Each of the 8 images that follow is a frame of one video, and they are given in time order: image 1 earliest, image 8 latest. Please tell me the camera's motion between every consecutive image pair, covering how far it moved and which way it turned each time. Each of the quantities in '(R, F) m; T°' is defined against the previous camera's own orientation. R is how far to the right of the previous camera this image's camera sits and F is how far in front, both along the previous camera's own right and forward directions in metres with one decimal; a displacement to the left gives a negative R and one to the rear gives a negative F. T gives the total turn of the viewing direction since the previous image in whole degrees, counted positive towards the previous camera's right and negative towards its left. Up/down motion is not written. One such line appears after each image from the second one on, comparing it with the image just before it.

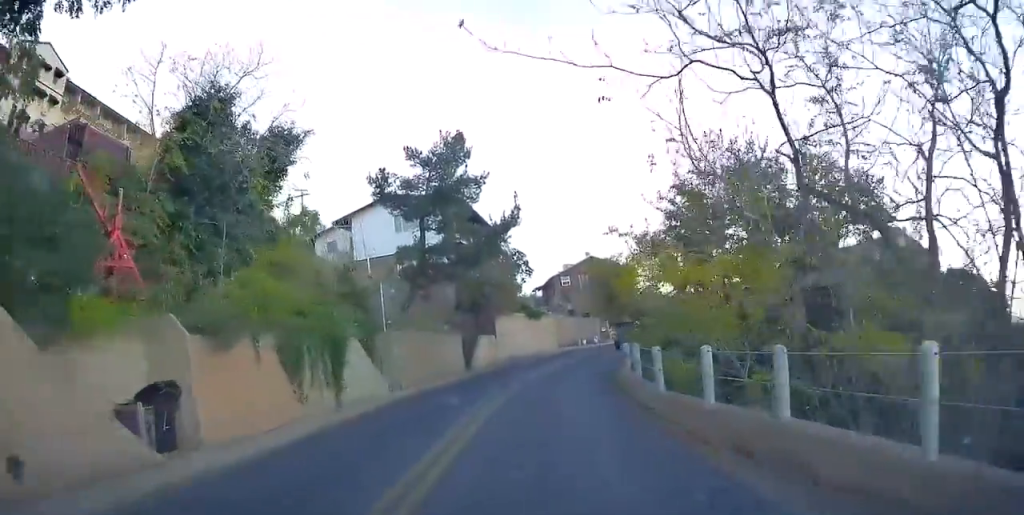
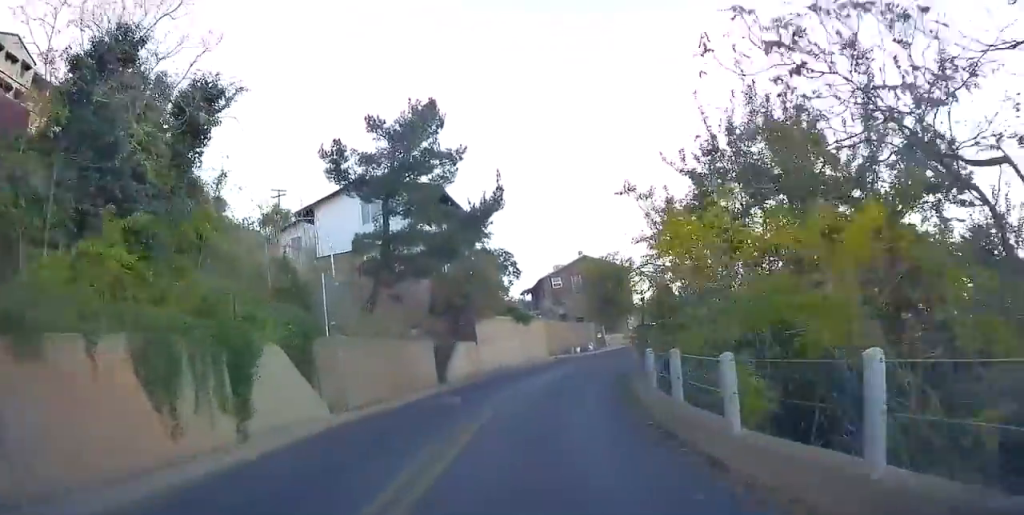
(0.0, +5.1) m; 0°
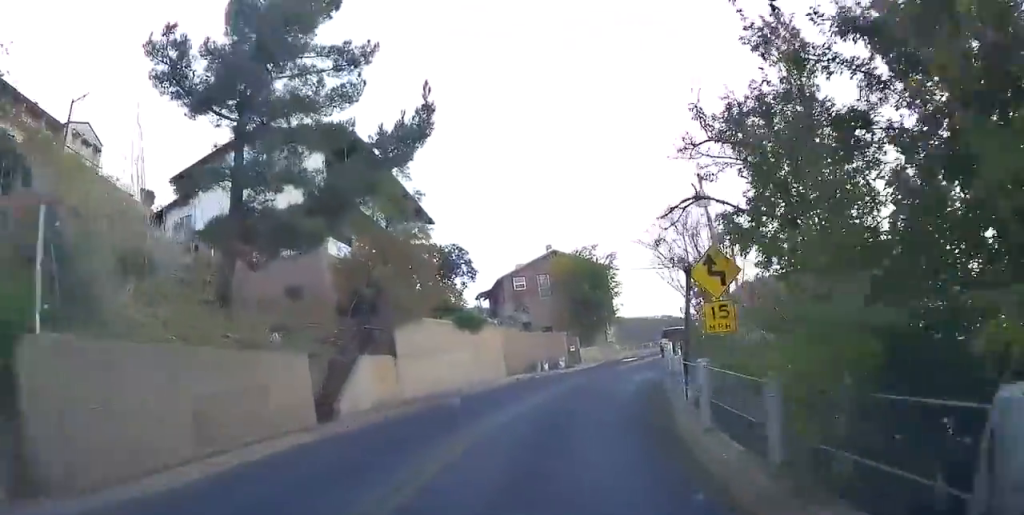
(0.0, +10.0) m; +2°
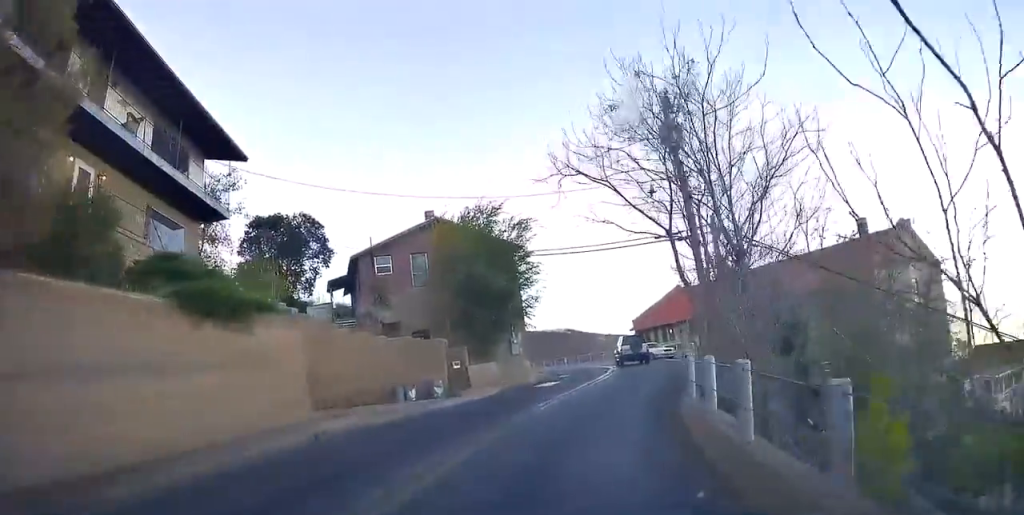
(+1.0, +14.5) m; +9°
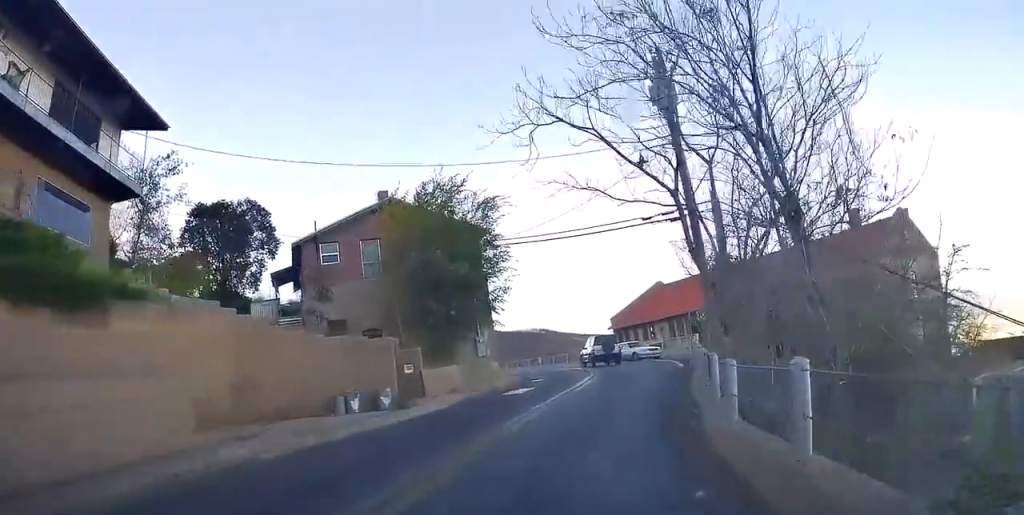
(0.0, +4.0) m; +3°
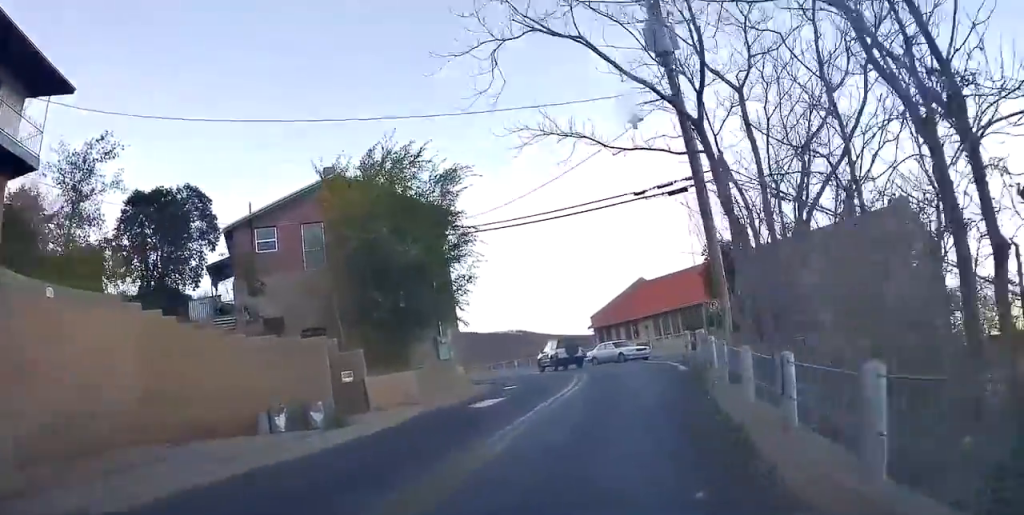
(+0.3, +3.9) m; +4°
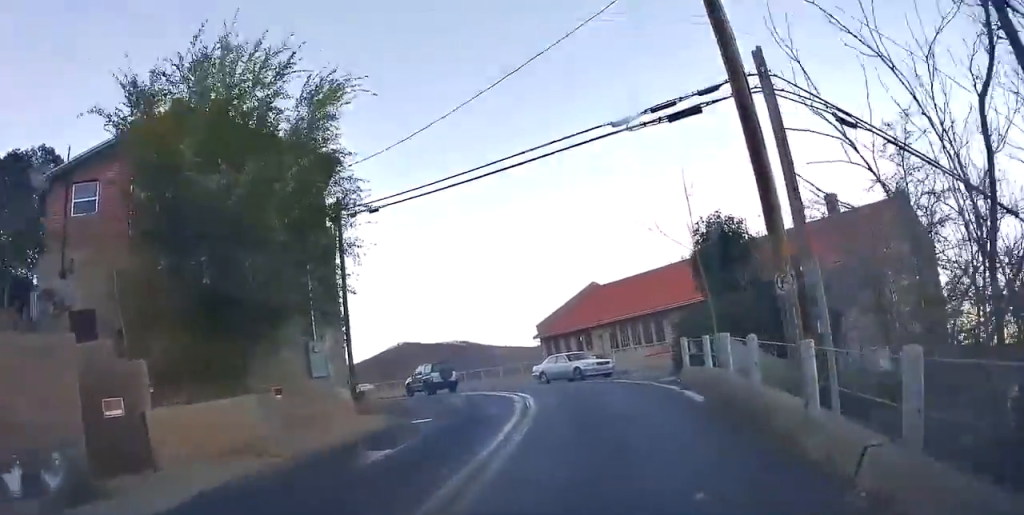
(+0.5, +7.4) m; +6°
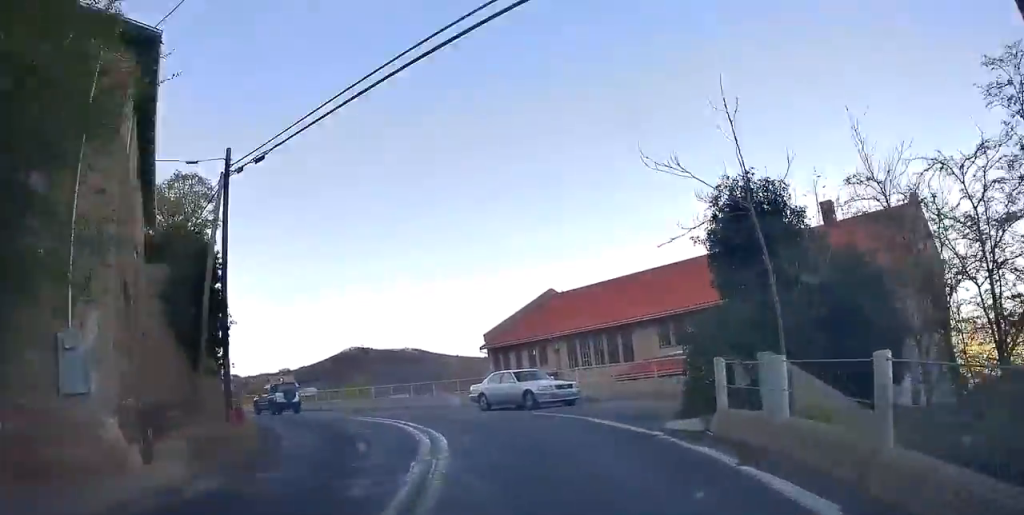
(+0.2, +6.8) m; +1°
